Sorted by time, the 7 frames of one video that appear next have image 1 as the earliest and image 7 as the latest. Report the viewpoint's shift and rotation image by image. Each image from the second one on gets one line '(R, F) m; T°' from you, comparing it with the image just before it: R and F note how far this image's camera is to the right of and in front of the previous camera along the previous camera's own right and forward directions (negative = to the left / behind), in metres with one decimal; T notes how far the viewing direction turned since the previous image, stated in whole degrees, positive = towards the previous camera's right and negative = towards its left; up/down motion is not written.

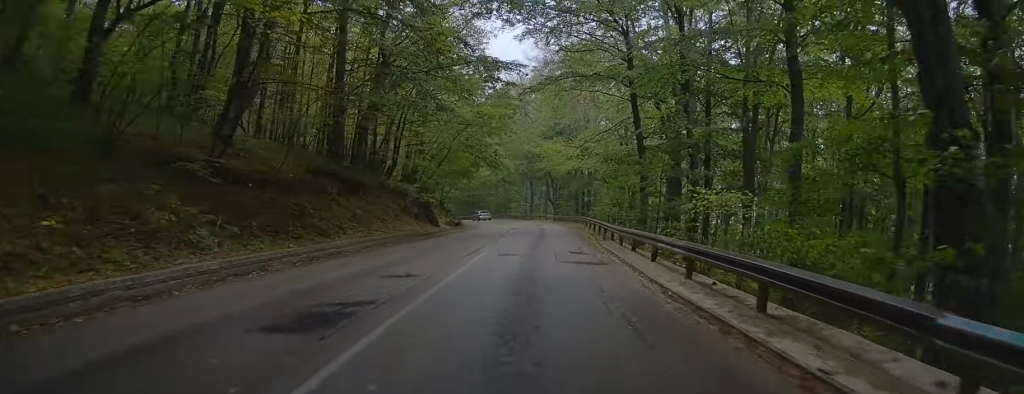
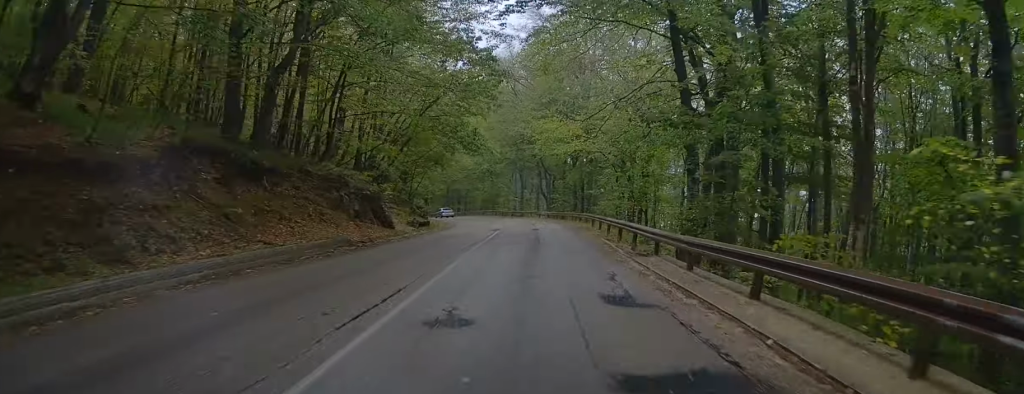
(+0.2, +10.6) m; +2°
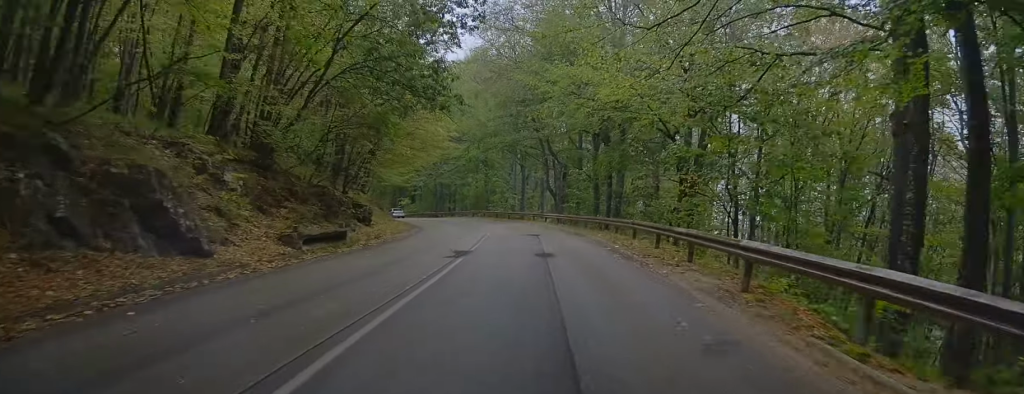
(+0.1, +17.3) m; 0°
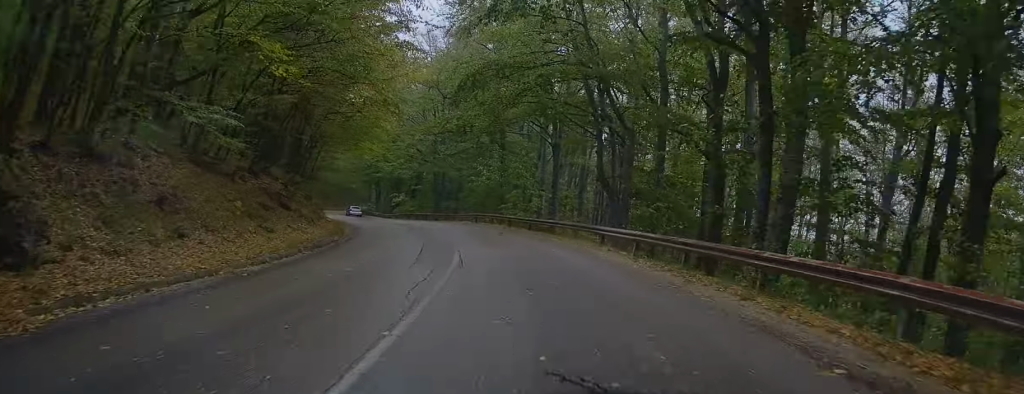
(-0.5, +23.6) m; -2°
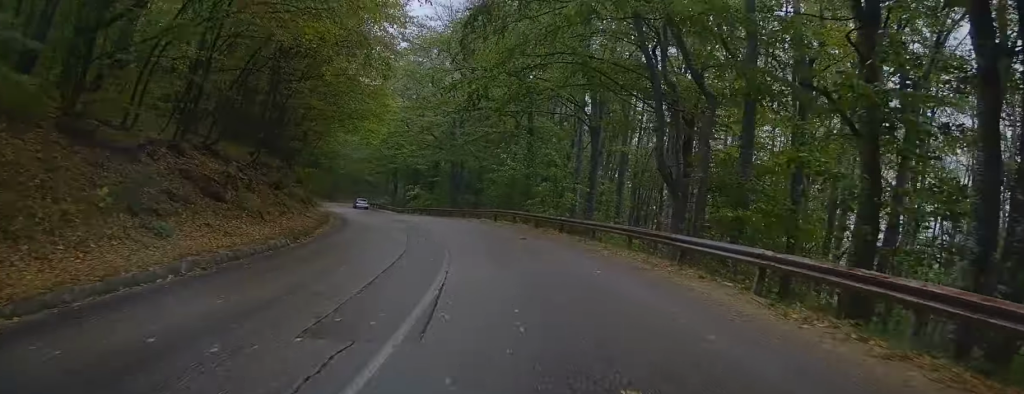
(0.0, +8.1) m; -1°
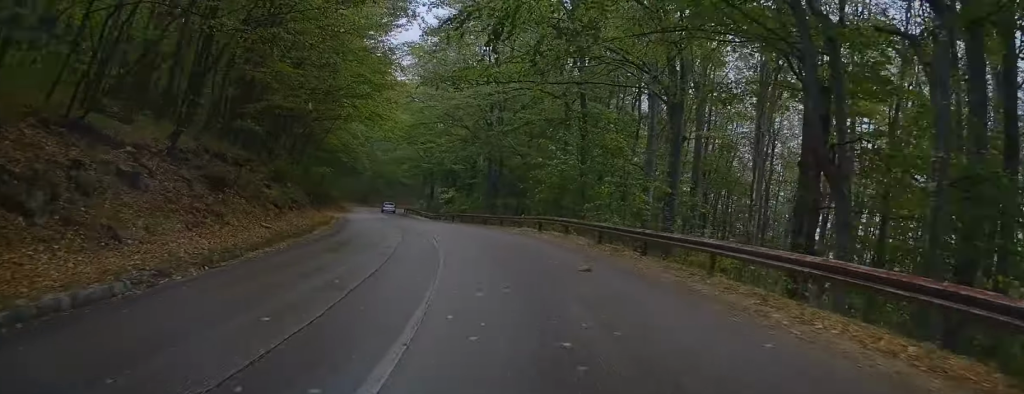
(-0.1, +9.5) m; -3°
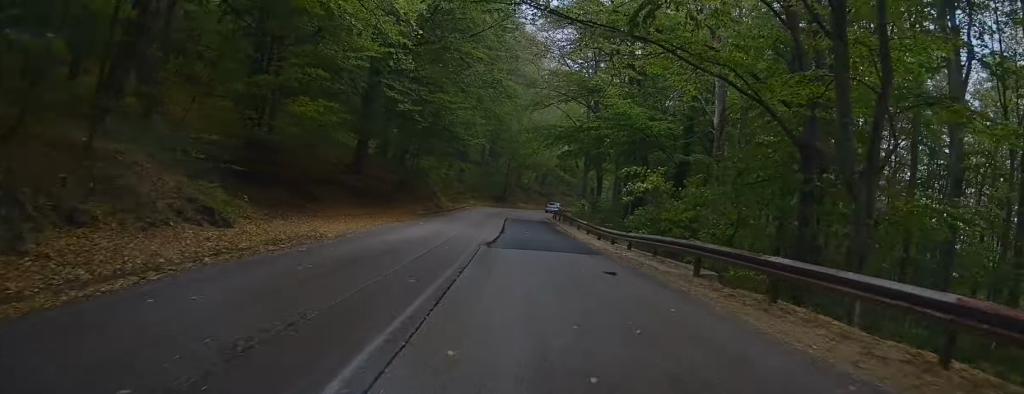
(-4.2, +35.7) m; -11°
